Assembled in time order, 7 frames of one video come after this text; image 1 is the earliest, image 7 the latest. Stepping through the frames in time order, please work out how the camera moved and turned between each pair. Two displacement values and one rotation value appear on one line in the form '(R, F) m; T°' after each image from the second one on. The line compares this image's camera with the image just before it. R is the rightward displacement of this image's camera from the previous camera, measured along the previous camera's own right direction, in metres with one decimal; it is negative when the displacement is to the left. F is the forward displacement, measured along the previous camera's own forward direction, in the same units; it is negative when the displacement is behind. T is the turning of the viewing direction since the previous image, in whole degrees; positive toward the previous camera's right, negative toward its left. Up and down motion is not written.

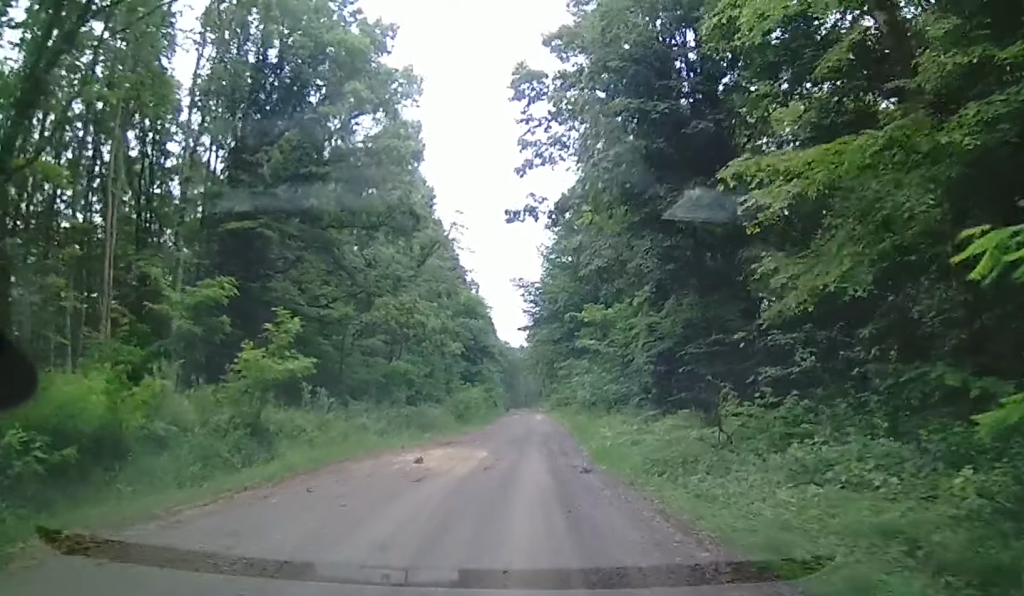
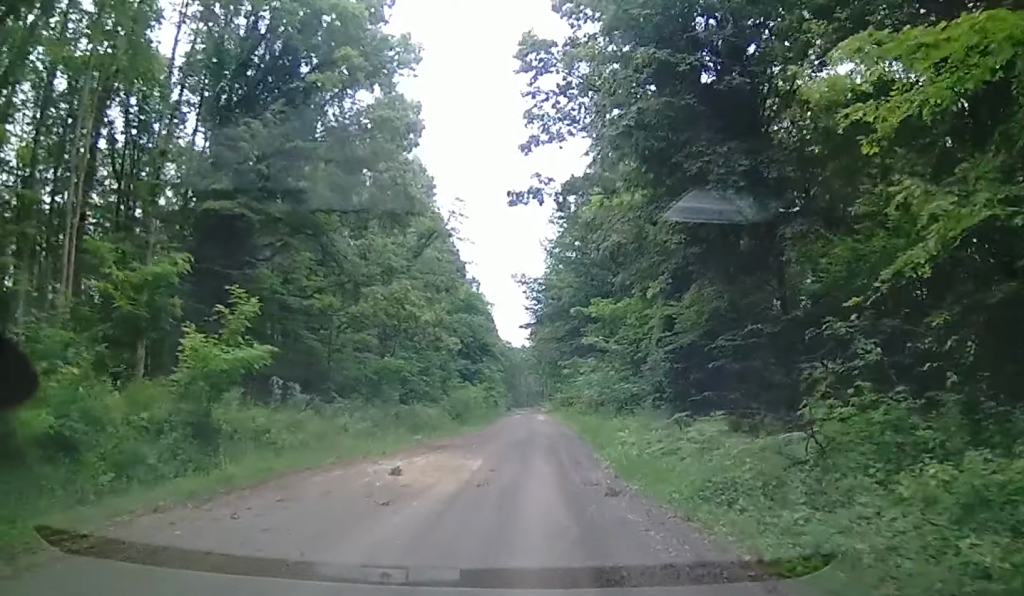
(0.0, +2.9) m; +1°
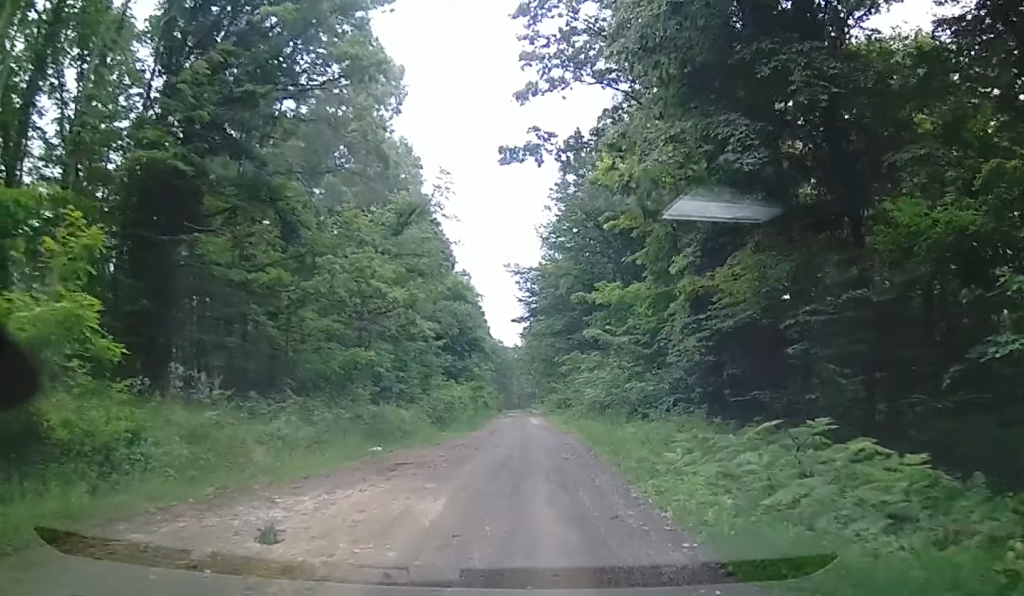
(+0.1, +5.6) m; -2°
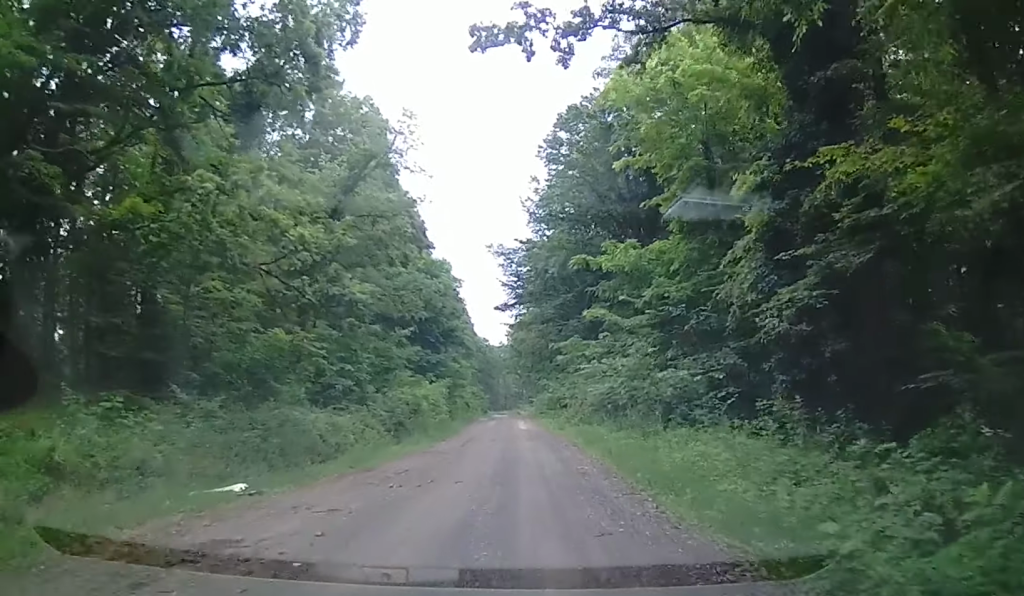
(-0.5, +8.6) m; -2°
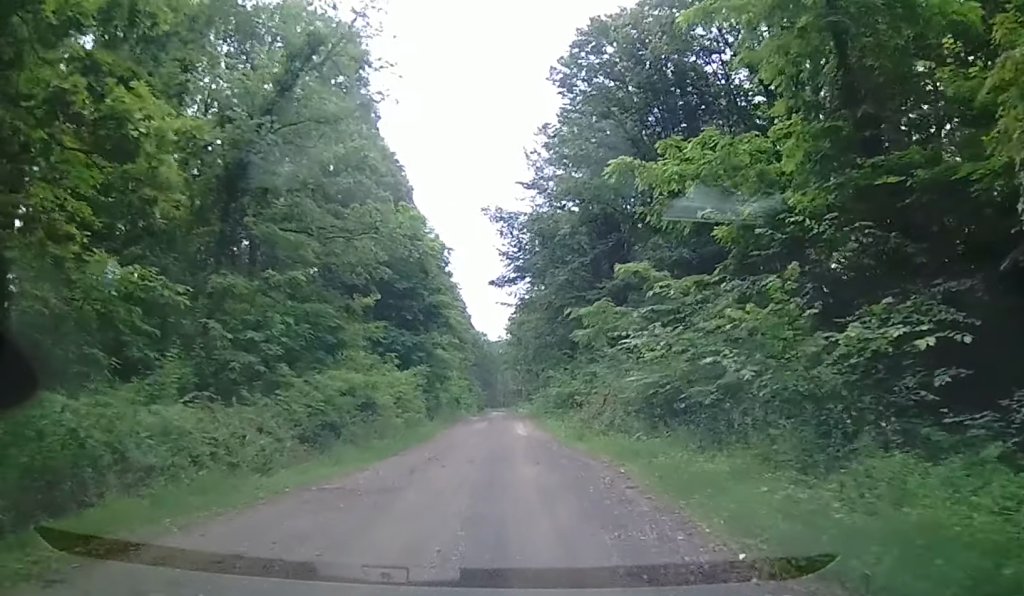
(+1.1, +11.1) m; +4°
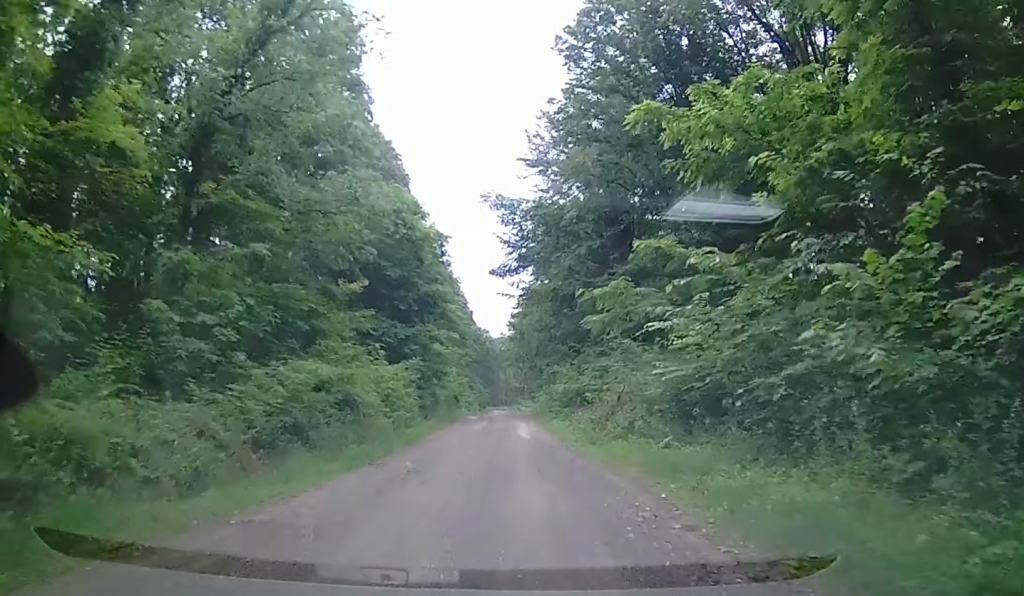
(+0.2, +3.4) m; -2°
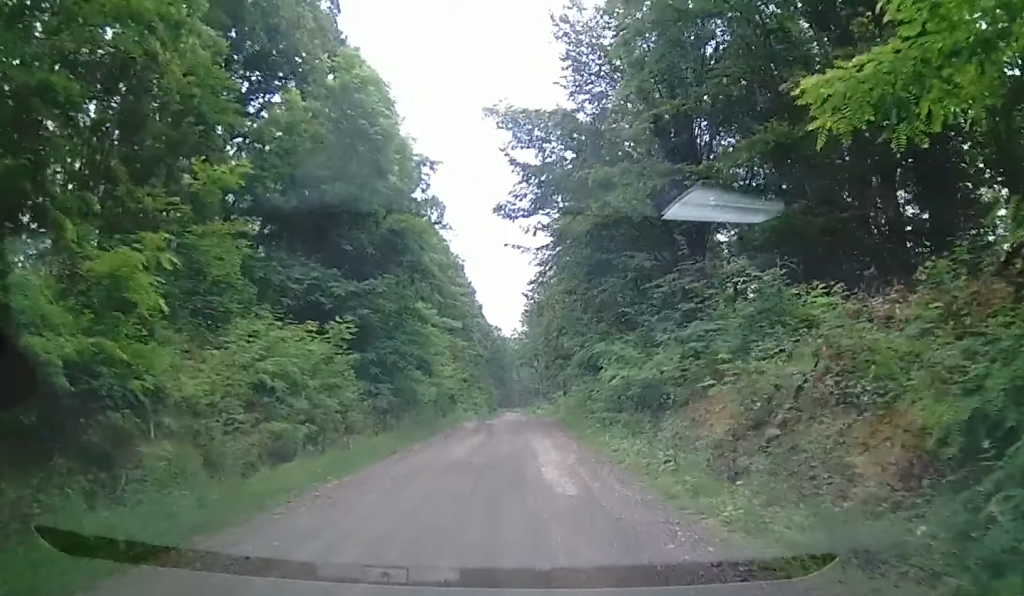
(-1.1, +15.6) m; -2°
